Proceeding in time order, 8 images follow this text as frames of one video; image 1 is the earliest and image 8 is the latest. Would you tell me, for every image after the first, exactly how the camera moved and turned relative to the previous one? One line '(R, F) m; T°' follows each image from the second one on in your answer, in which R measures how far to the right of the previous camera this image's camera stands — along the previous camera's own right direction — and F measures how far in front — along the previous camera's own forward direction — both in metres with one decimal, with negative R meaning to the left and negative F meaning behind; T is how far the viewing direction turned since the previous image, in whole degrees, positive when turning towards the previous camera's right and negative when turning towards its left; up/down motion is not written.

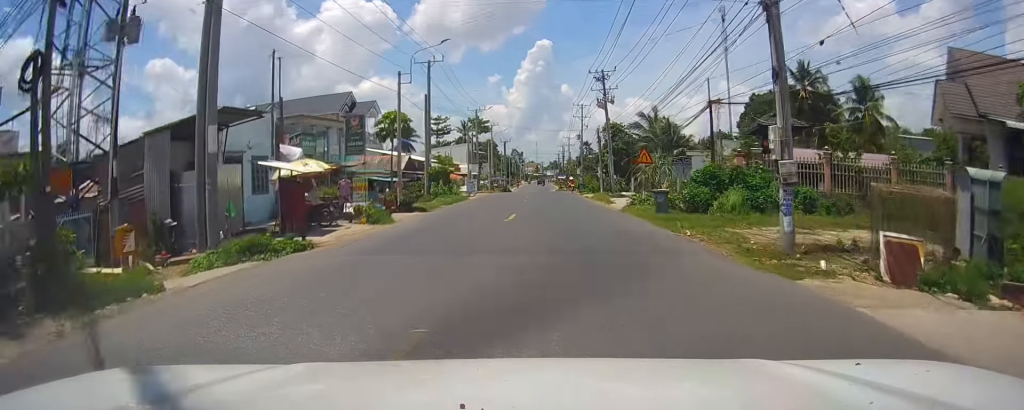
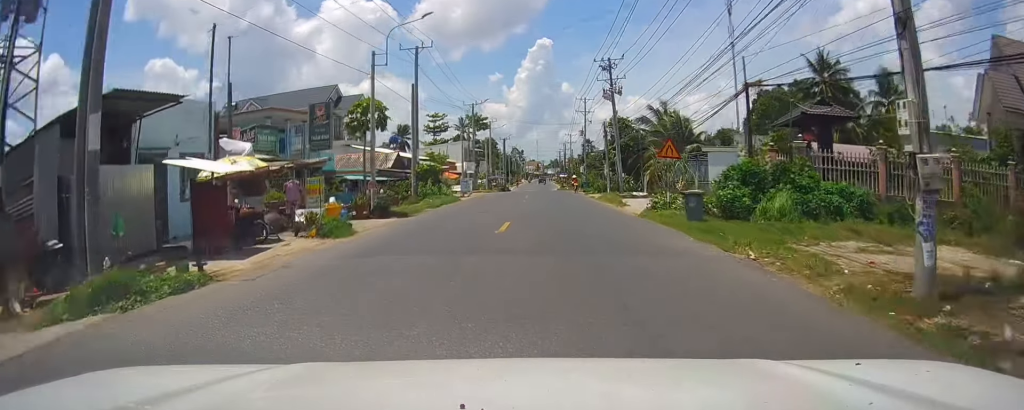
(+0.1, +5.5) m; 0°
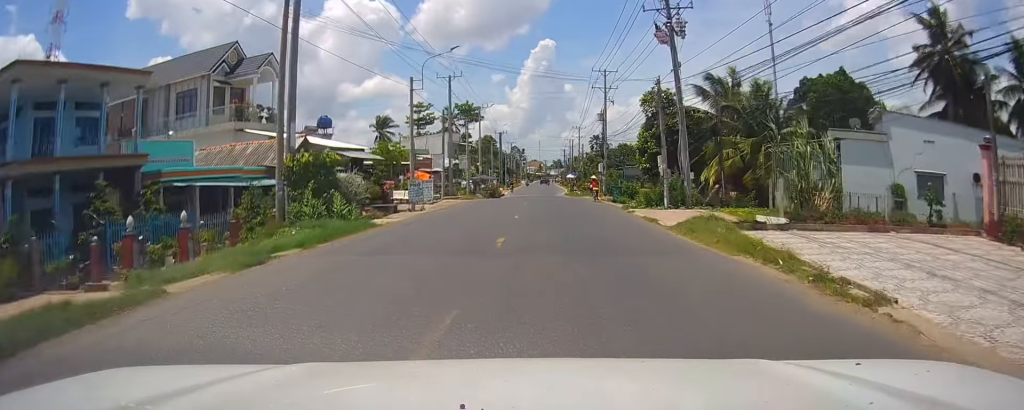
(-0.8, +23.7) m; -2°
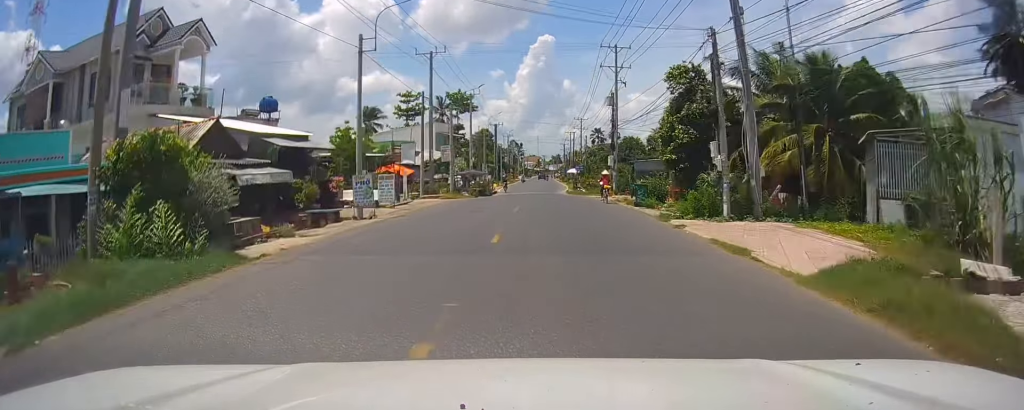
(+0.2, +10.0) m; +1°
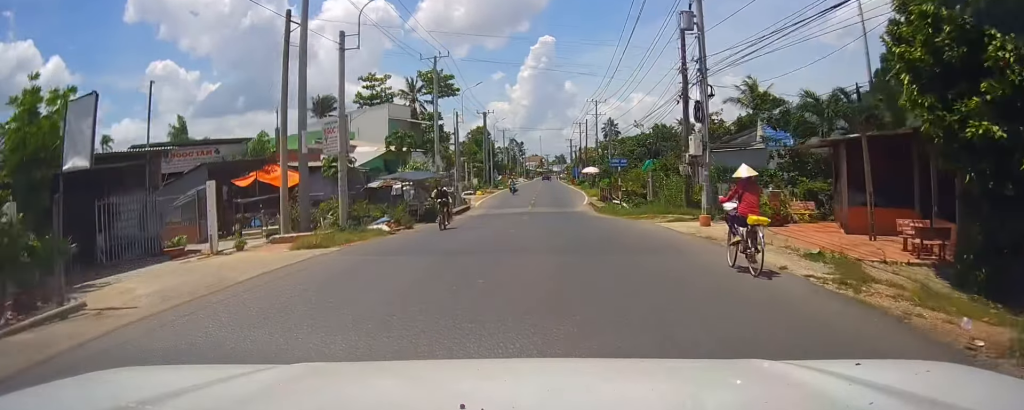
(-0.1, +27.7) m; -1°
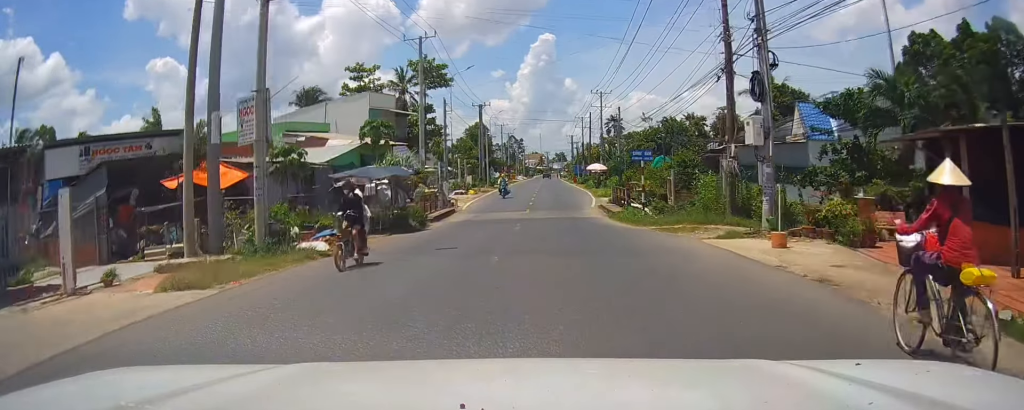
(-0.1, +6.9) m; 0°
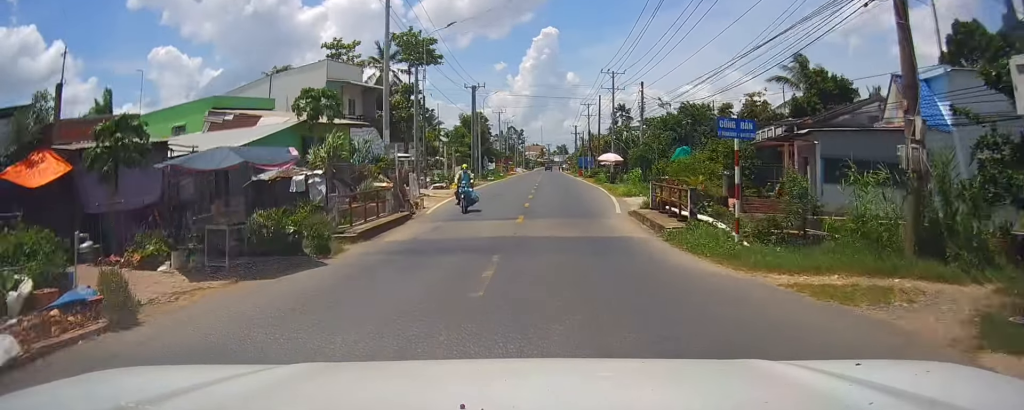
(+0.3, +11.5) m; +2°
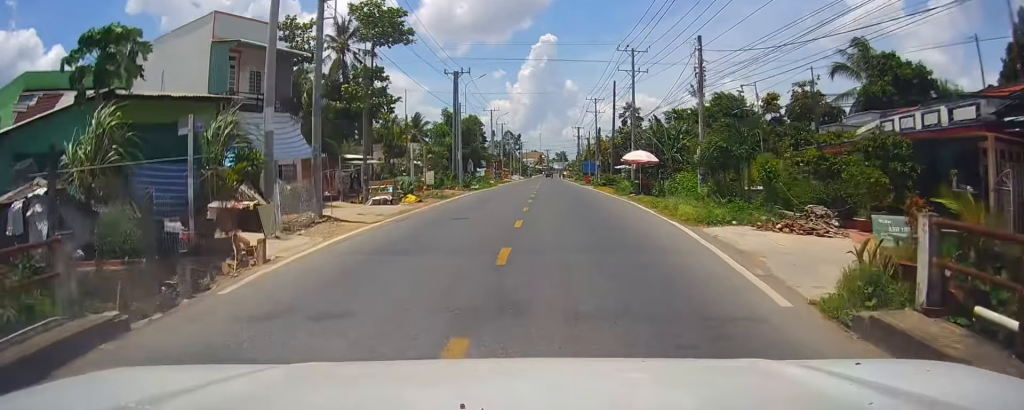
(-0.1, +16.2) m; -2°
